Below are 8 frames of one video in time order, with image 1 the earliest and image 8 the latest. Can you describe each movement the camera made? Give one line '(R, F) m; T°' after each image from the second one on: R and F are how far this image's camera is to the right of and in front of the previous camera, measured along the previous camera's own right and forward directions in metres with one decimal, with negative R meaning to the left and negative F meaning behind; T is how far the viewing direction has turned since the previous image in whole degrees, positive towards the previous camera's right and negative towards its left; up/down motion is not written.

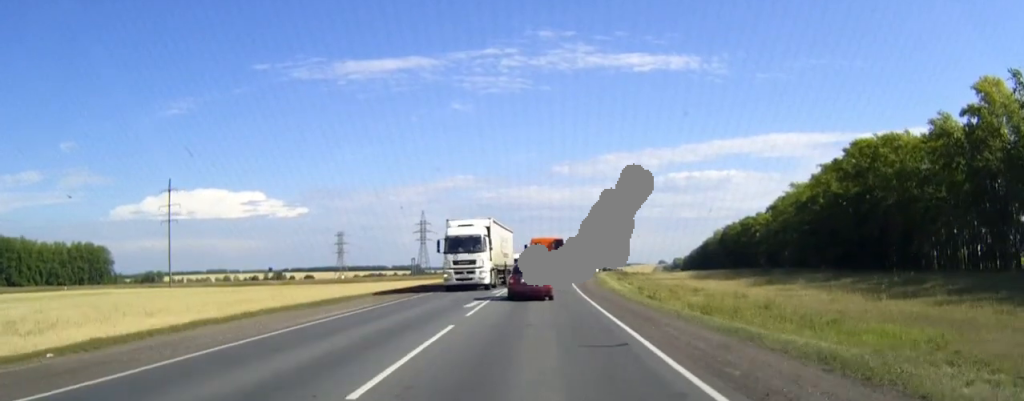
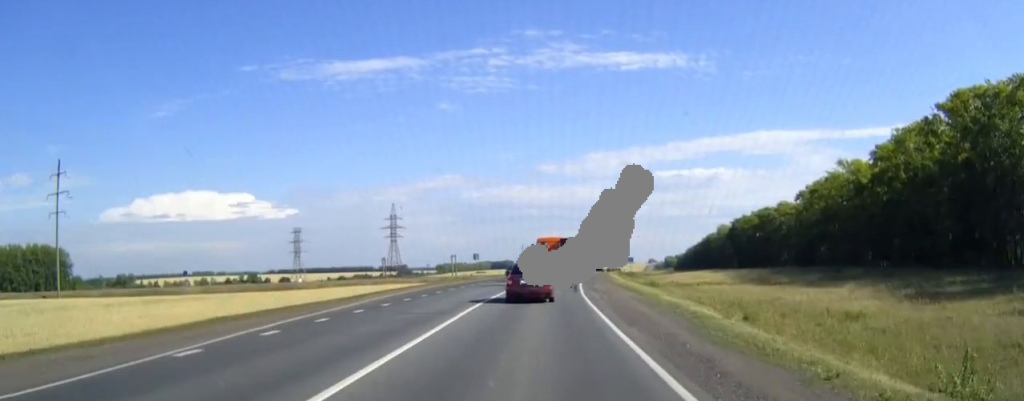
(+0.3, +36.4) m; +1°
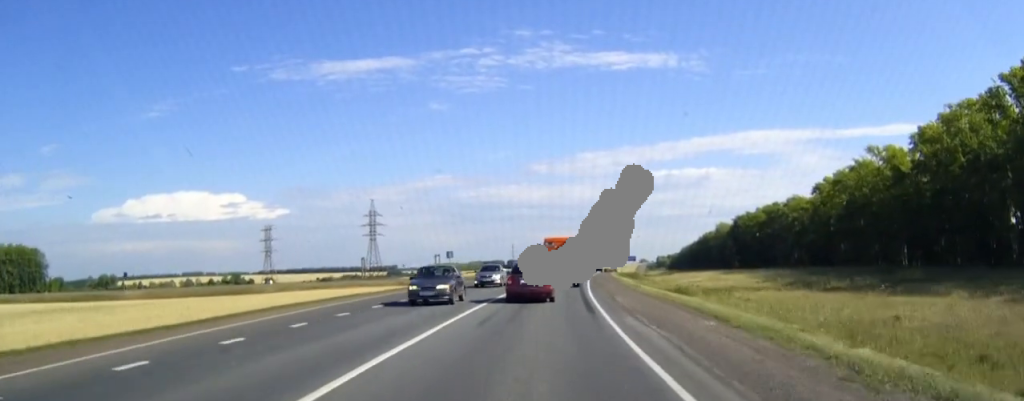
(+0.1, +18.0) m; 0°
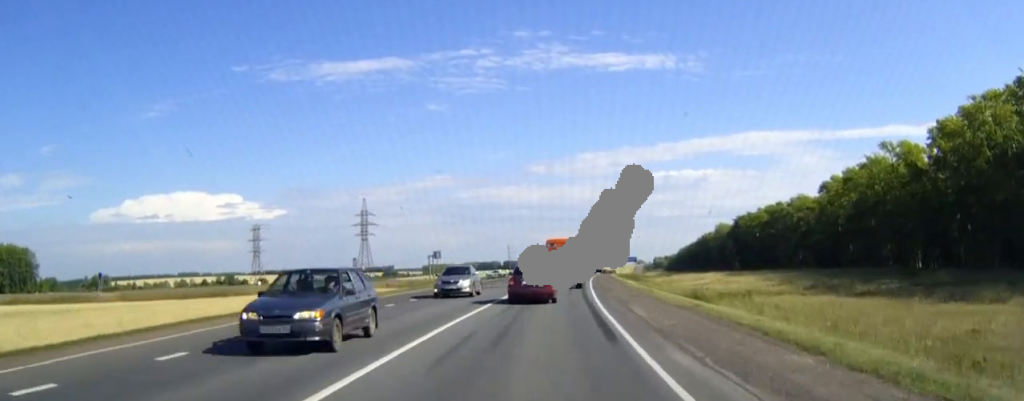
(0.0, +6.7) m; 0°
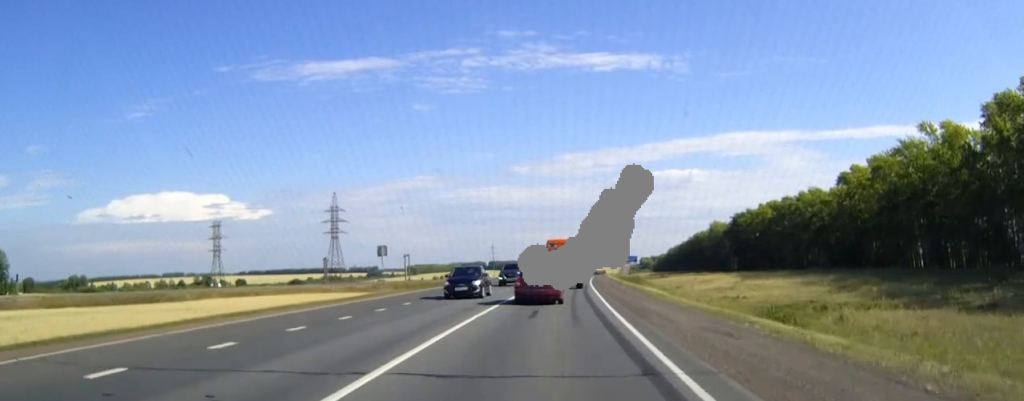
(+0.1, +18.2) m; +1°
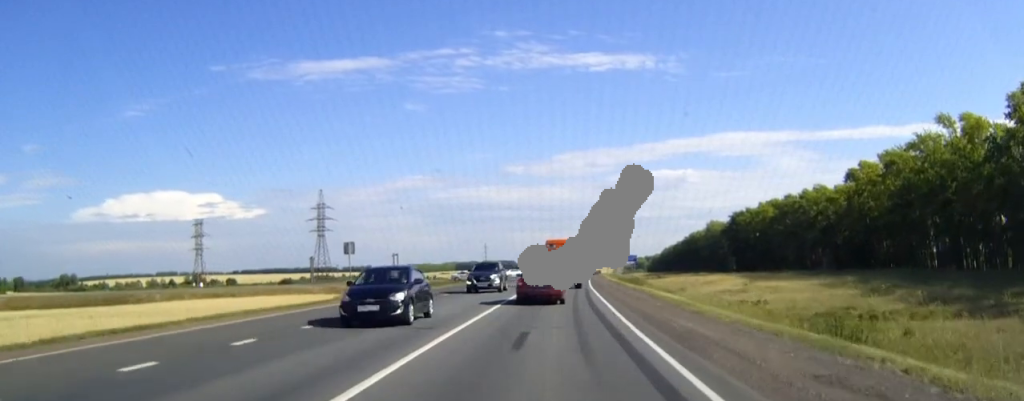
(0.0, +7.1) m; 0°
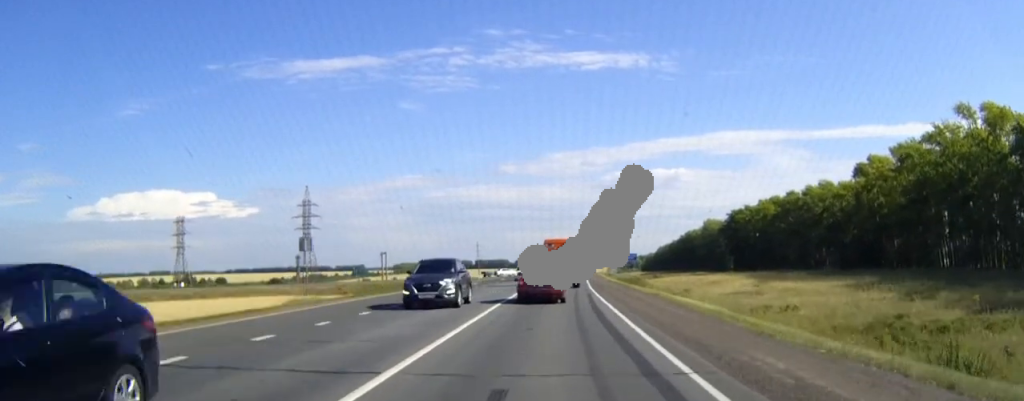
(0.0, +7.1) m; +1°
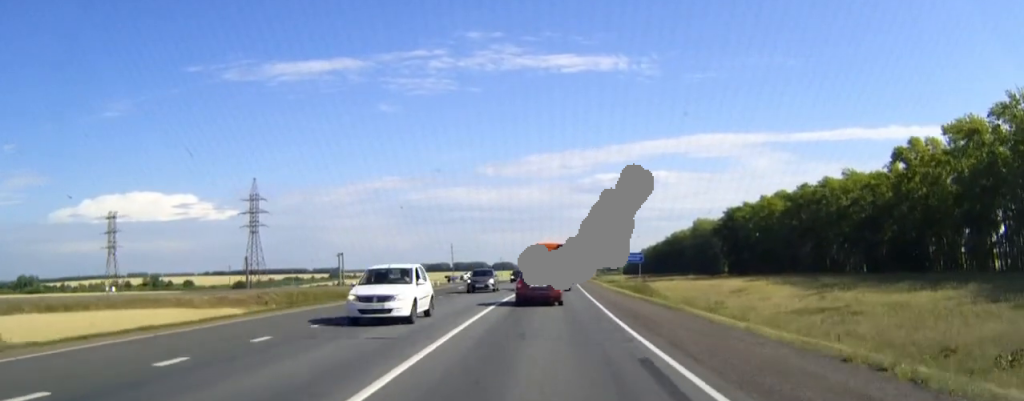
(+0.4, +23.8) m; +2°
